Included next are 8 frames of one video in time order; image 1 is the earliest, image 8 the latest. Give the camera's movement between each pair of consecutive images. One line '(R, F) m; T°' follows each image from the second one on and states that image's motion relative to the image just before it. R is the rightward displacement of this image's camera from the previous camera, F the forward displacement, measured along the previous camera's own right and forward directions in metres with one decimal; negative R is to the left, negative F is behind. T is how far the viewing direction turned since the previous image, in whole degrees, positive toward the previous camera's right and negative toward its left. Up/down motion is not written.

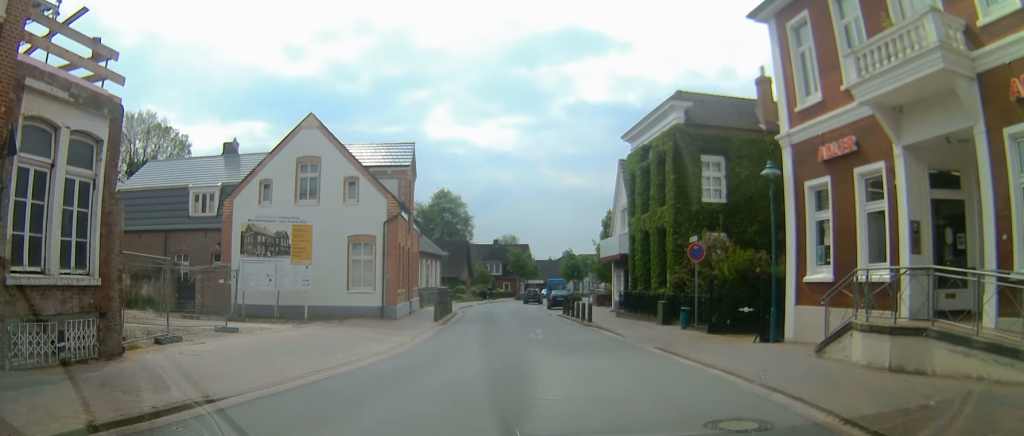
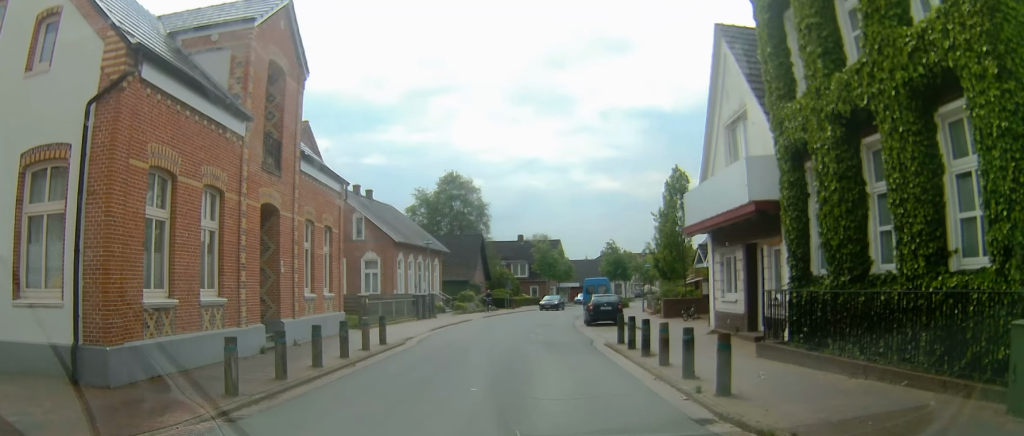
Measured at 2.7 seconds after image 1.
(0.0, +17.1) m; +4°
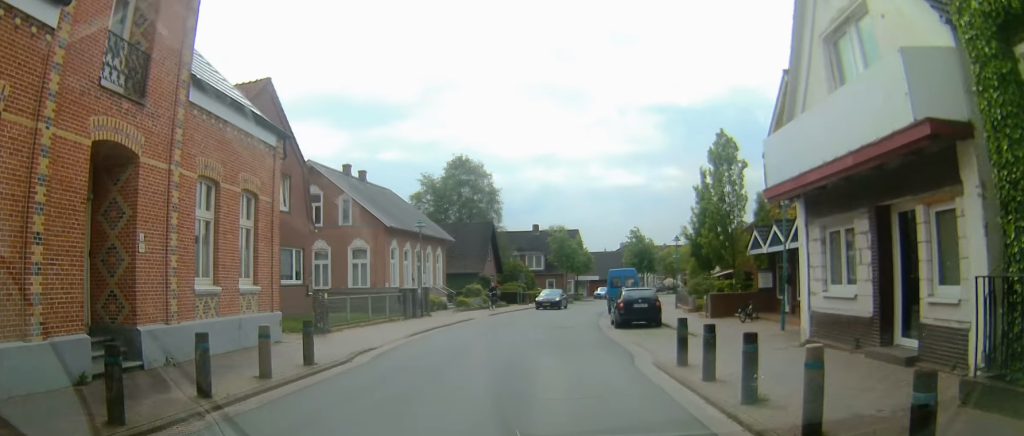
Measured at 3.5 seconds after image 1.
(+0.2, +6.0) m; +4°
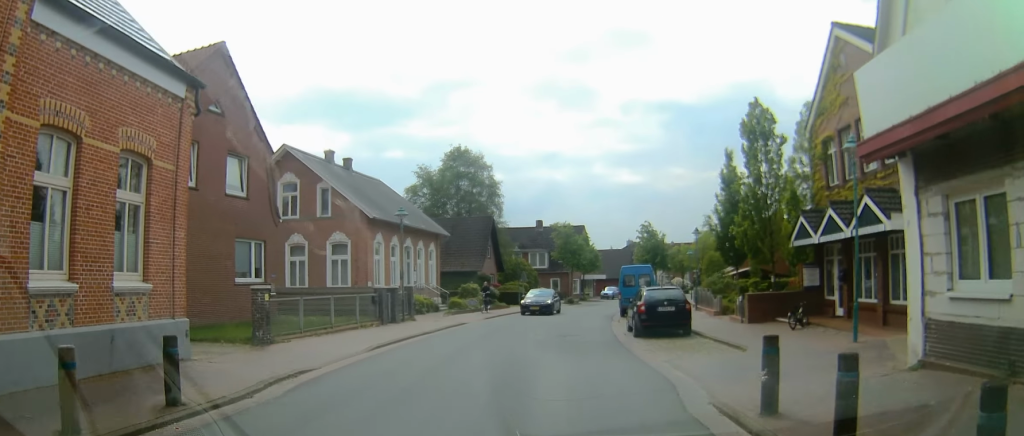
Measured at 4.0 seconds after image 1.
(+0.2, +4.4) m; +3°
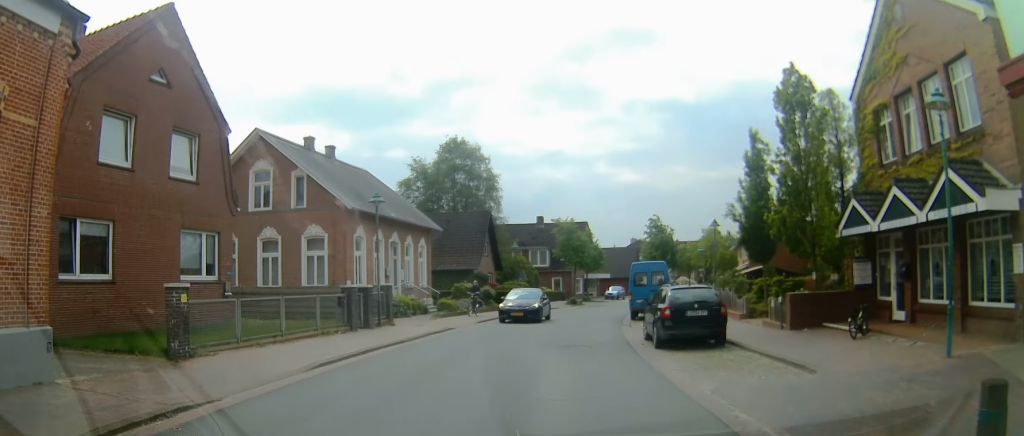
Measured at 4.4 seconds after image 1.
(0.0, +3.9) m; +1°
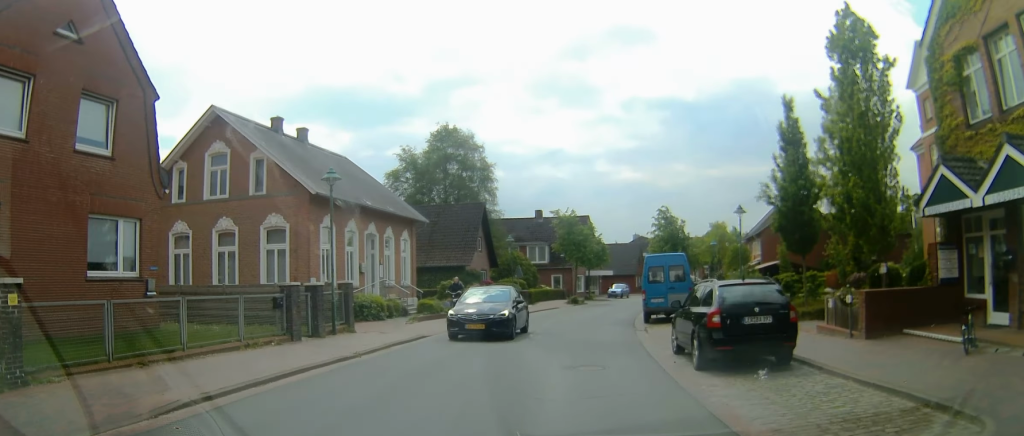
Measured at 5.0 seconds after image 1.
(0.0, +4.6) m; +1°
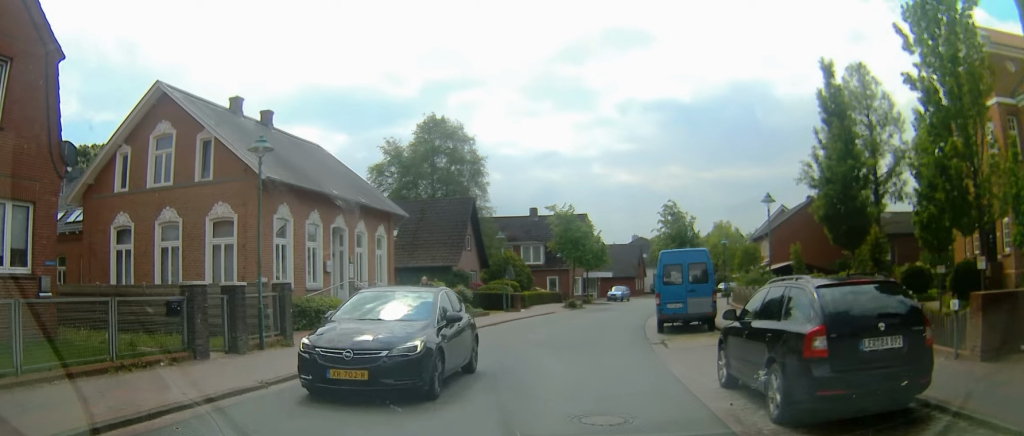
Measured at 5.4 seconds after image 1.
(+0.1, +4.4) m; +1°
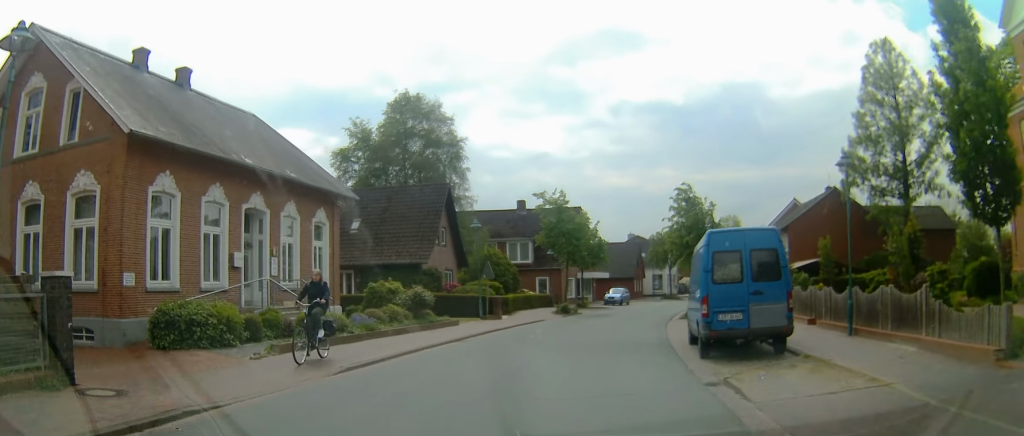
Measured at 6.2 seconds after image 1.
(+0.2, +7.4) m; +1°
